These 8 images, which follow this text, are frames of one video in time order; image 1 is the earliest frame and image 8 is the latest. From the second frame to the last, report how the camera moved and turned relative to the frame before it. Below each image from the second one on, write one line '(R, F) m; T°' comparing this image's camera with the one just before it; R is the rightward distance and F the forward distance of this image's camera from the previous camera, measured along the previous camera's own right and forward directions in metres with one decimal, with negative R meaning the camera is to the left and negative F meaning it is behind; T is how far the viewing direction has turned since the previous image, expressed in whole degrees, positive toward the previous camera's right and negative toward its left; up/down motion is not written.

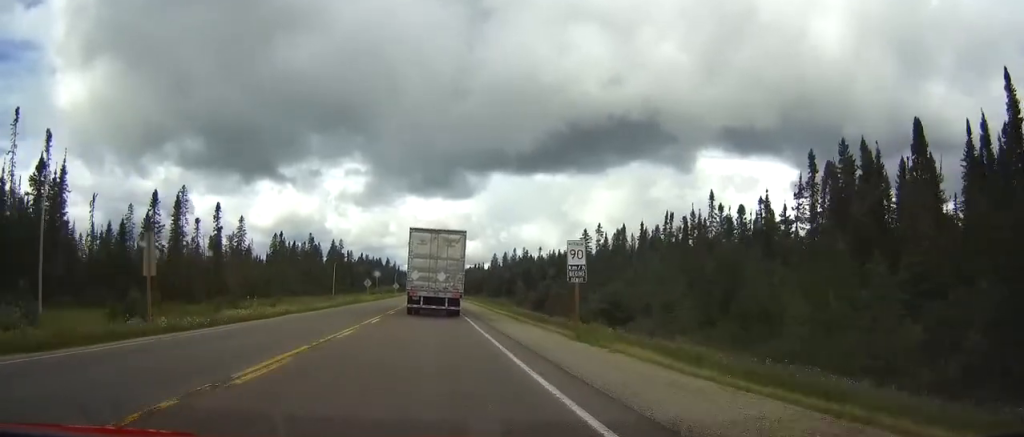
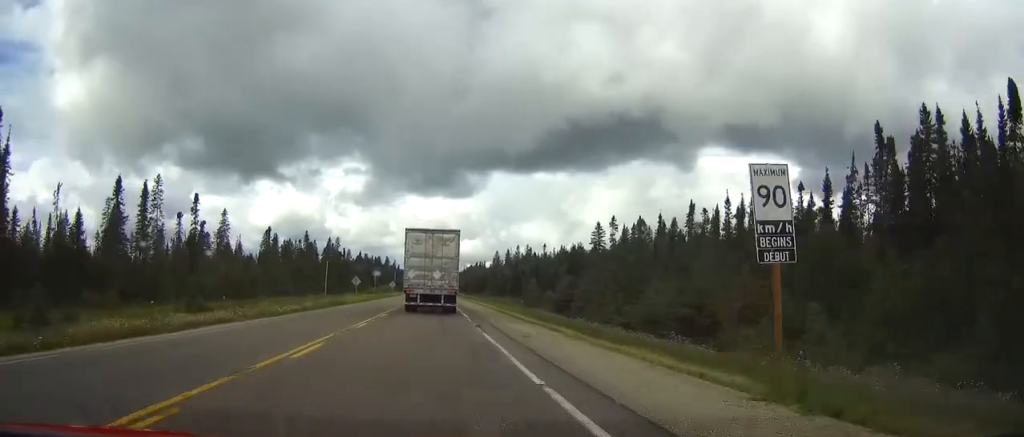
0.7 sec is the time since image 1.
(+0.1, +13.8) m; 0°
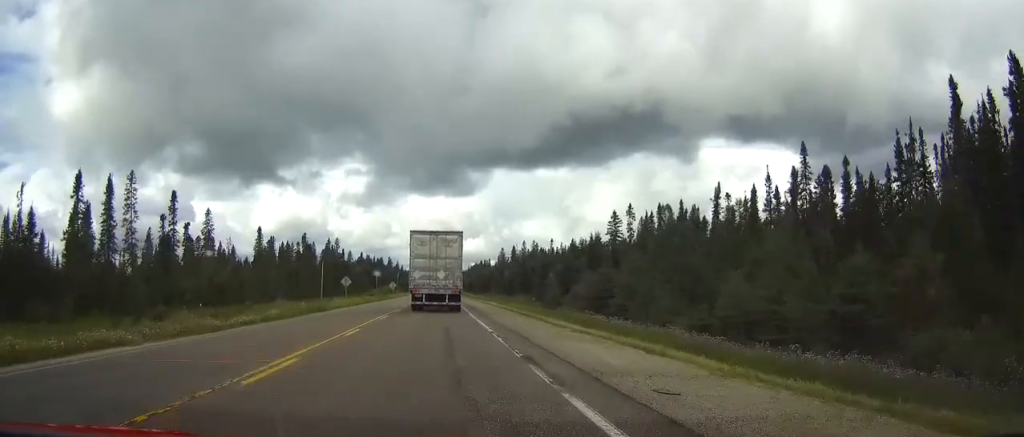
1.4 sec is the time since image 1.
(-0.1, +12.5) m; 0°
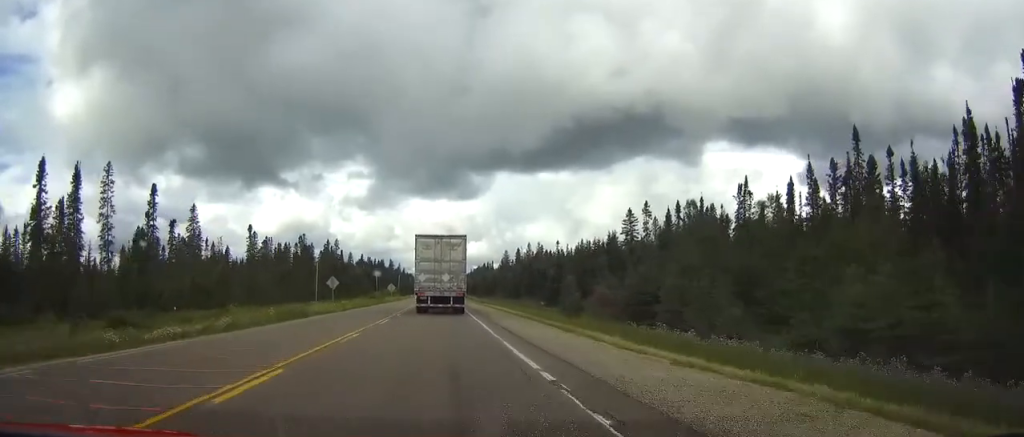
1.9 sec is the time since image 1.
(0.0, +10.0) m; 0°
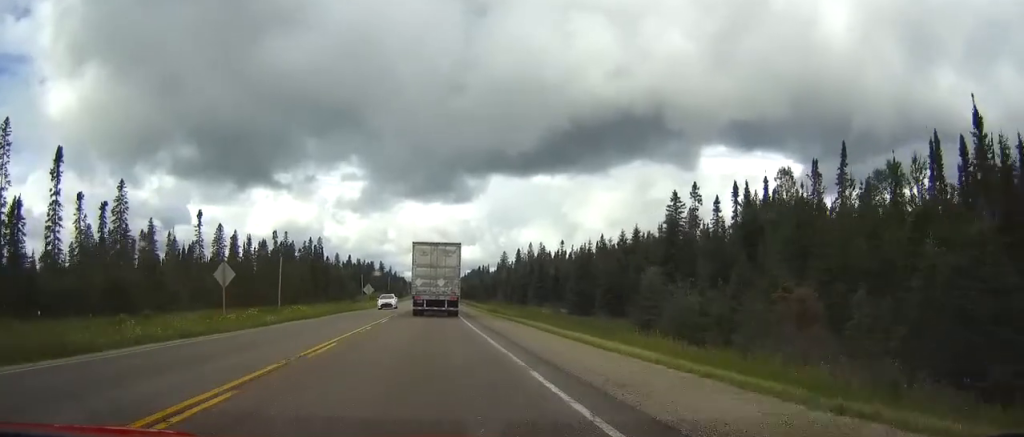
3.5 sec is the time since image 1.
(0.0, +29.7) m; 0°
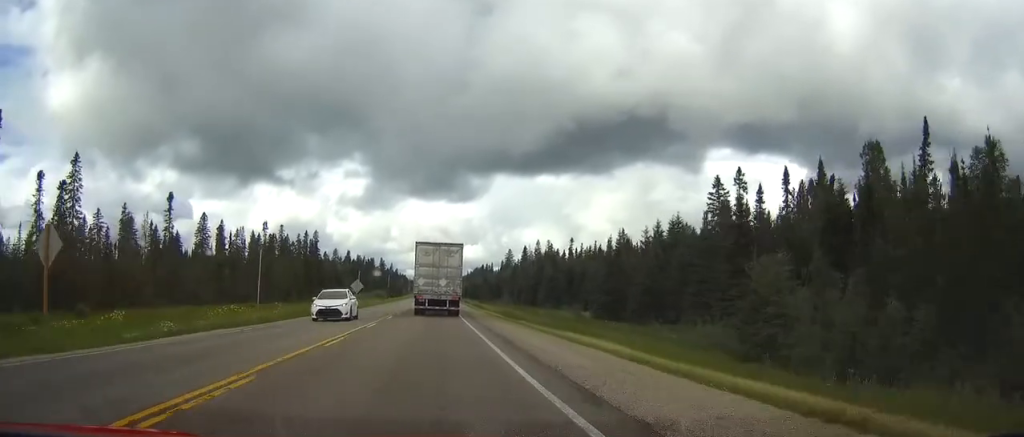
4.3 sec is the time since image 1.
(0.0, +15.6) m; 0°
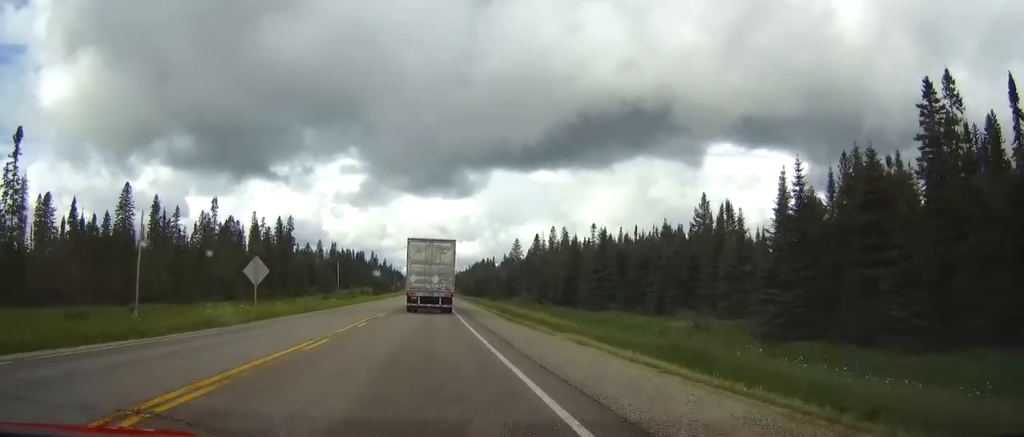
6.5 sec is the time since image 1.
(-0.1, +44.6) m; 0°
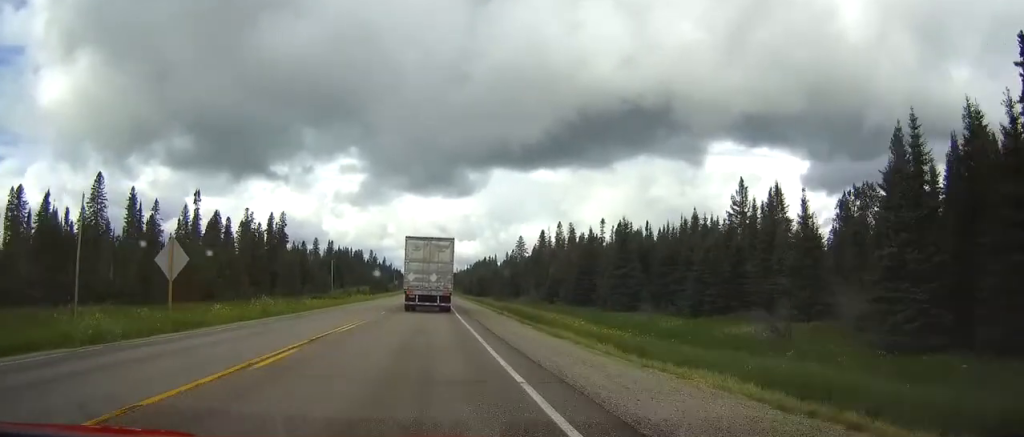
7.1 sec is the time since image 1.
(0.0, +12.5) m; 0°
